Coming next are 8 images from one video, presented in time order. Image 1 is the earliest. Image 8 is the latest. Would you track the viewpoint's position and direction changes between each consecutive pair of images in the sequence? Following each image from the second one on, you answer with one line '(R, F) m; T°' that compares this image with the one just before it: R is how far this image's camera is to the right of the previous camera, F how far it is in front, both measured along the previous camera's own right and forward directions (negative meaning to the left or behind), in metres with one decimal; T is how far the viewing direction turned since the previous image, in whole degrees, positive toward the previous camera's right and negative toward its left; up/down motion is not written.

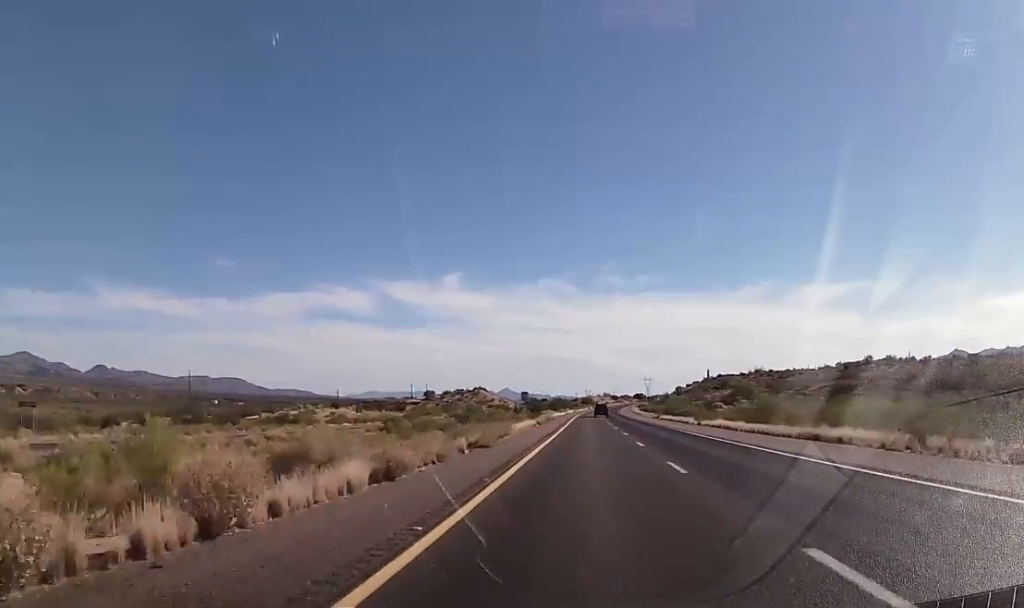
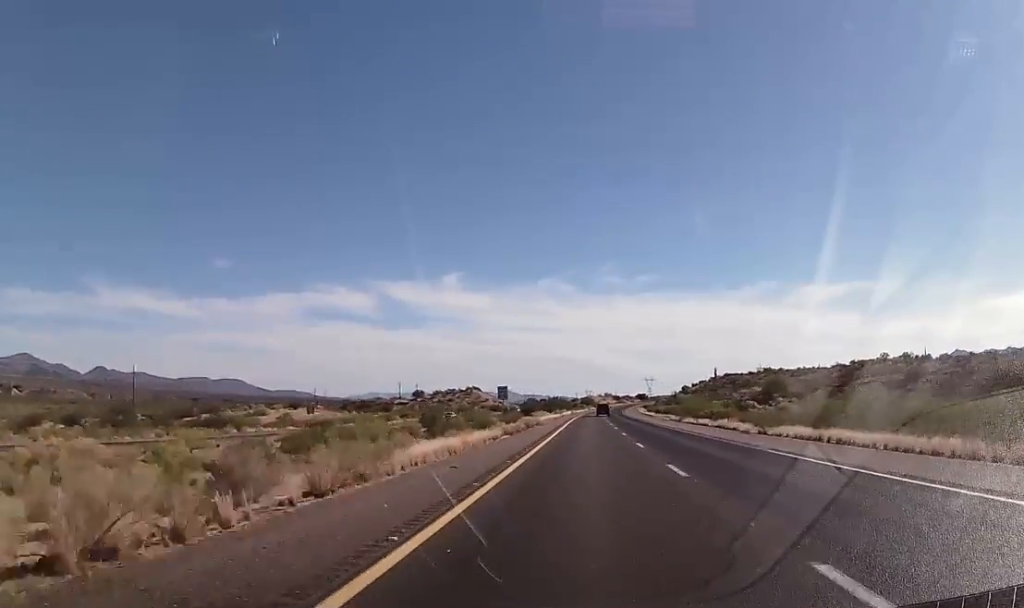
(+0.1, +25.2) m; 0°
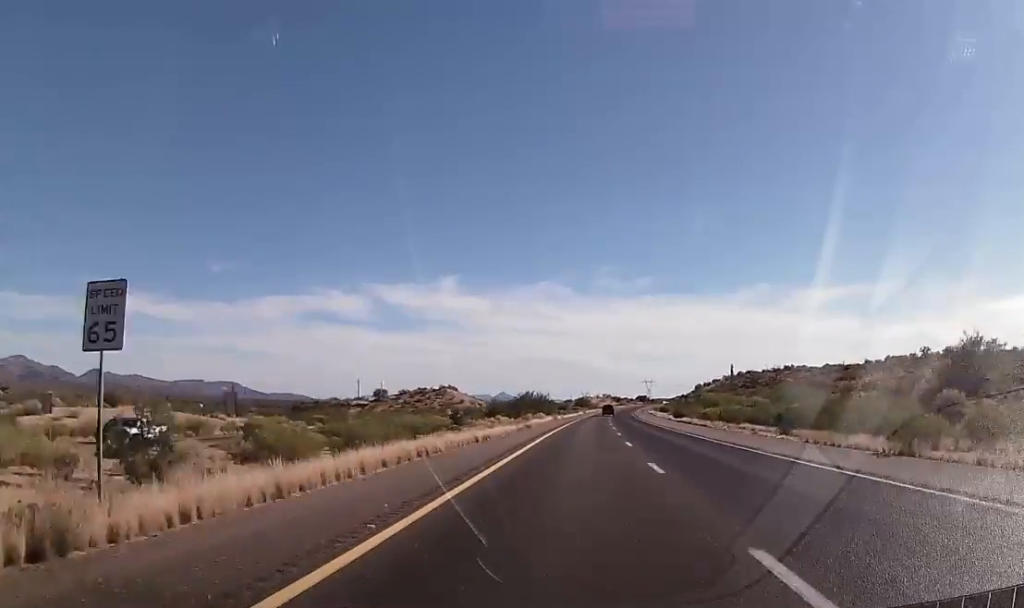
(+0.5, +60.4) m; 0°
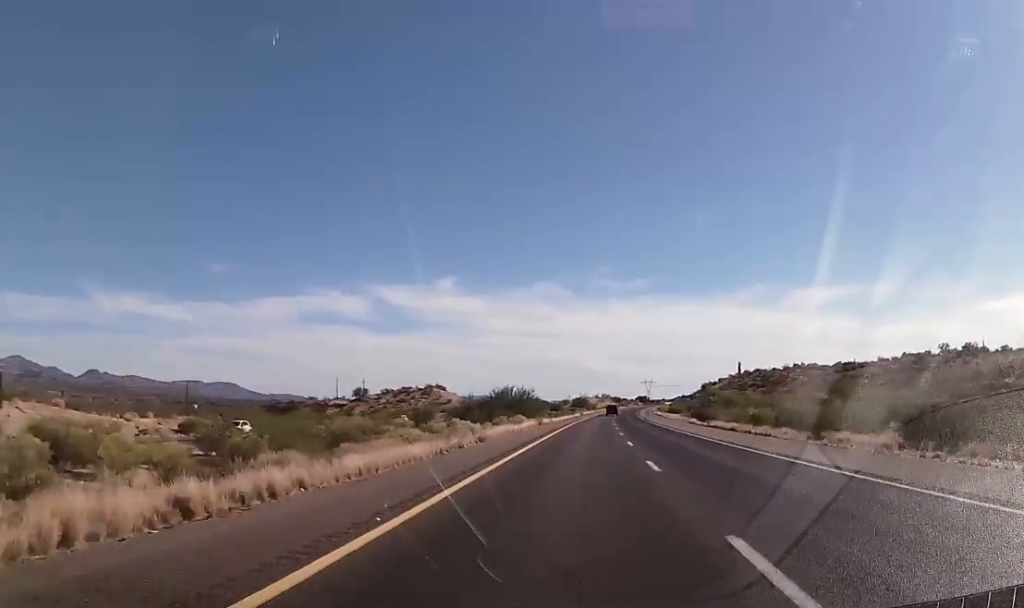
(-0.2, +23.9) m; 0°
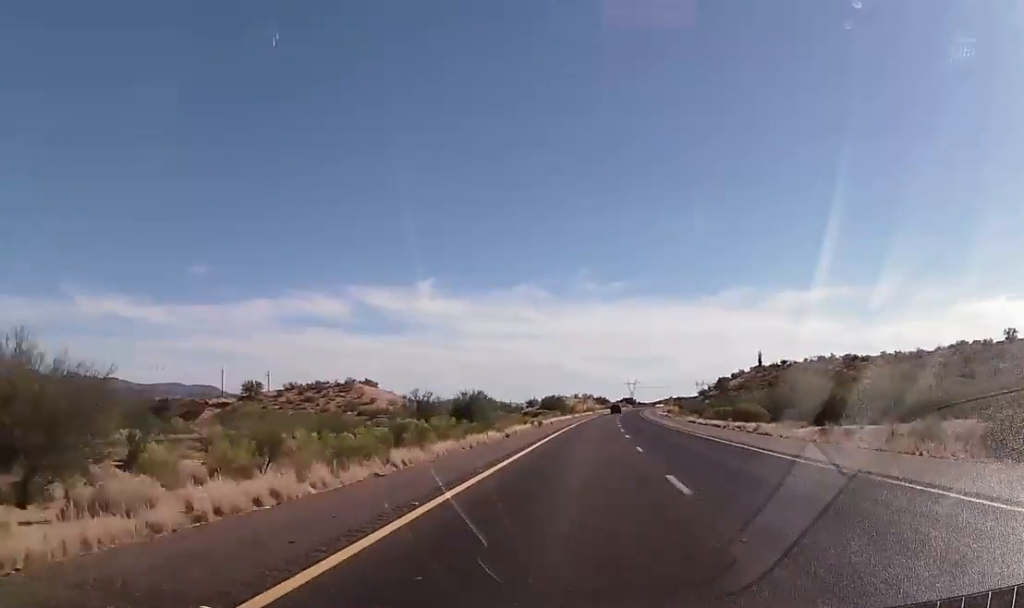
(+1.1, +77.8) m; +2°
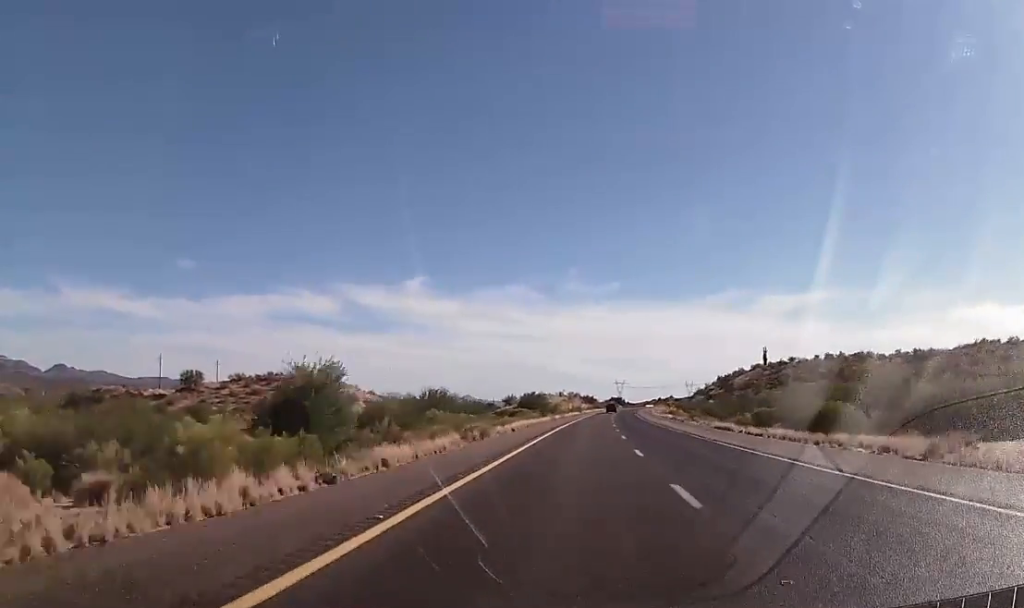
(+0.2, +26.4) m; 0°
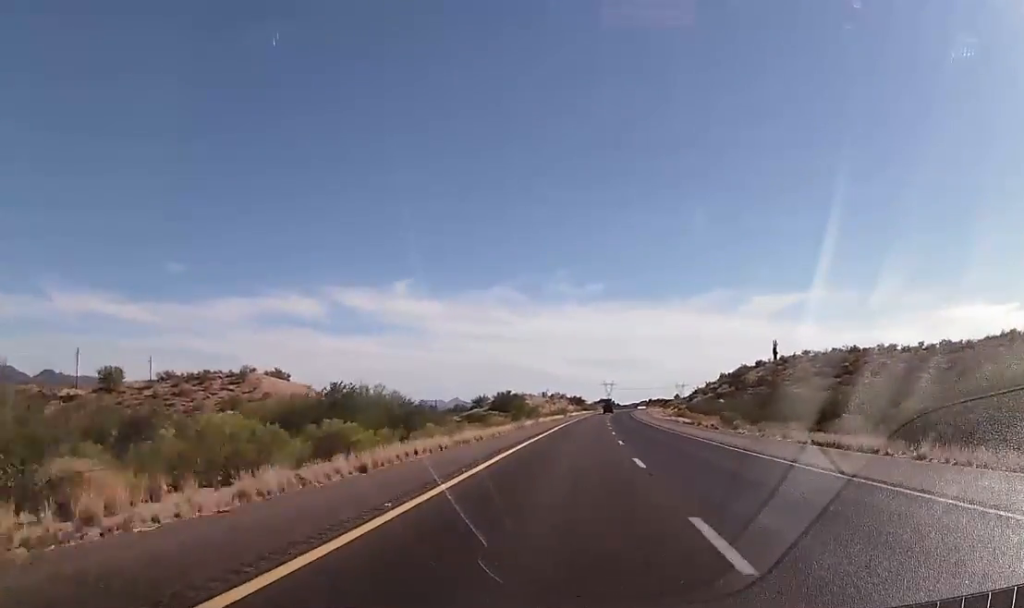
(-0.1, +28.8) m; 0°
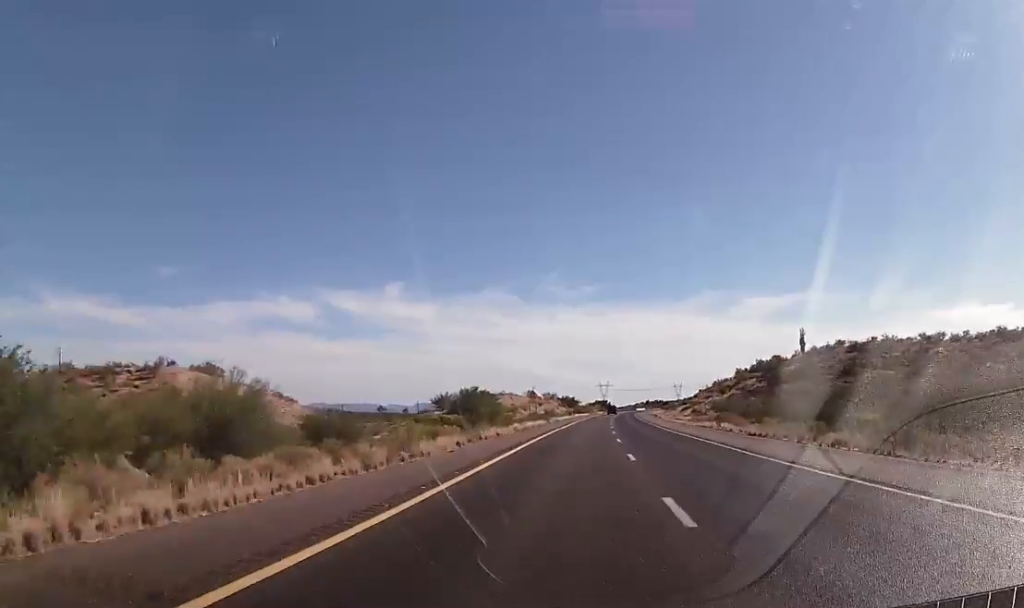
(+0.2, +33.9) m; +1°
